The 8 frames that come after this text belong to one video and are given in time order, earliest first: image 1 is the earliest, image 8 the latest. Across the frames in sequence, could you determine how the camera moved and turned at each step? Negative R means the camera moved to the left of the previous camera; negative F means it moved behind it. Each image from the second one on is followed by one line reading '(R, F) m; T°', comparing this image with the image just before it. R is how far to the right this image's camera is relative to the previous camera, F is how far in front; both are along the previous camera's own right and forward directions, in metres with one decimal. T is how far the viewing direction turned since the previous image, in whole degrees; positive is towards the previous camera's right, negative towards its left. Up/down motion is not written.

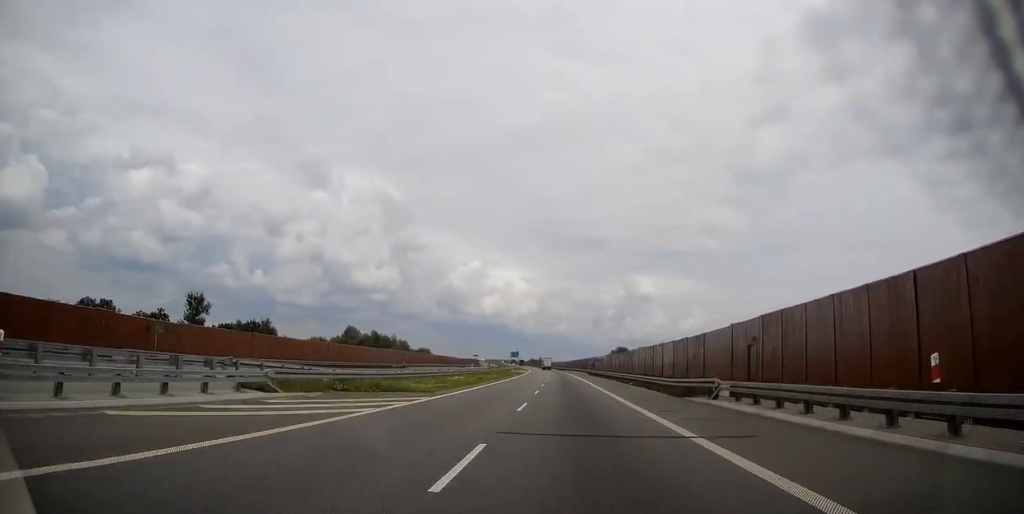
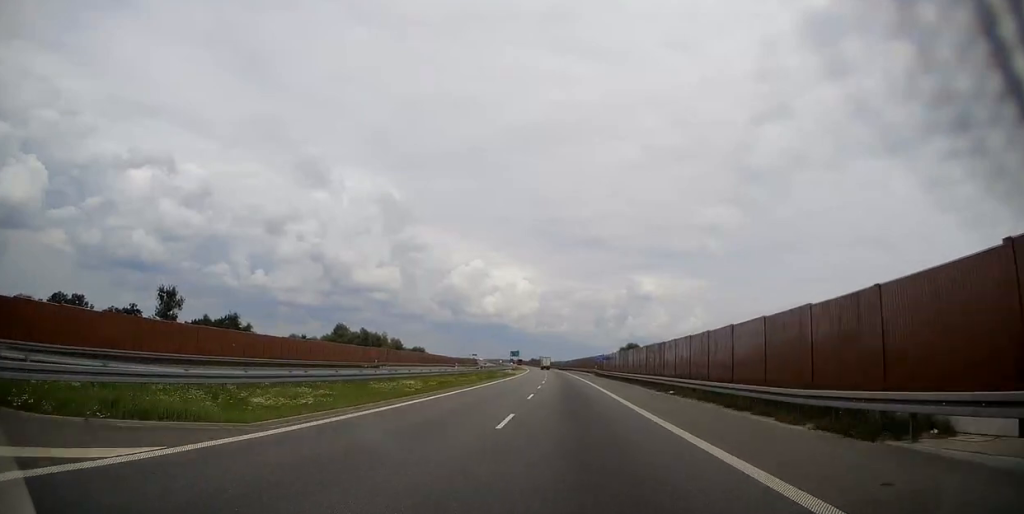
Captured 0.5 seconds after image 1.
(0.0, +14.4) m; 0°
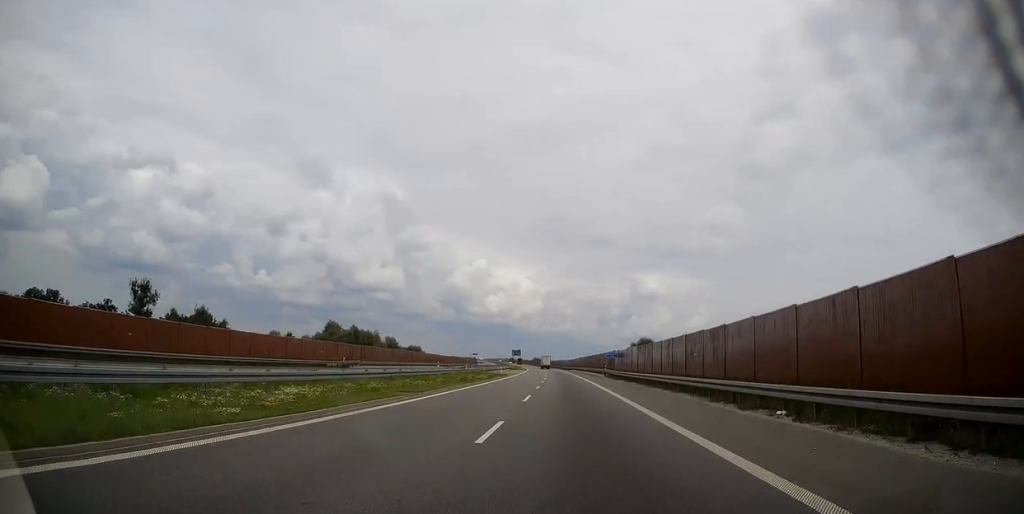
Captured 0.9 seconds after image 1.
(0.0, +13.7) m; 0°
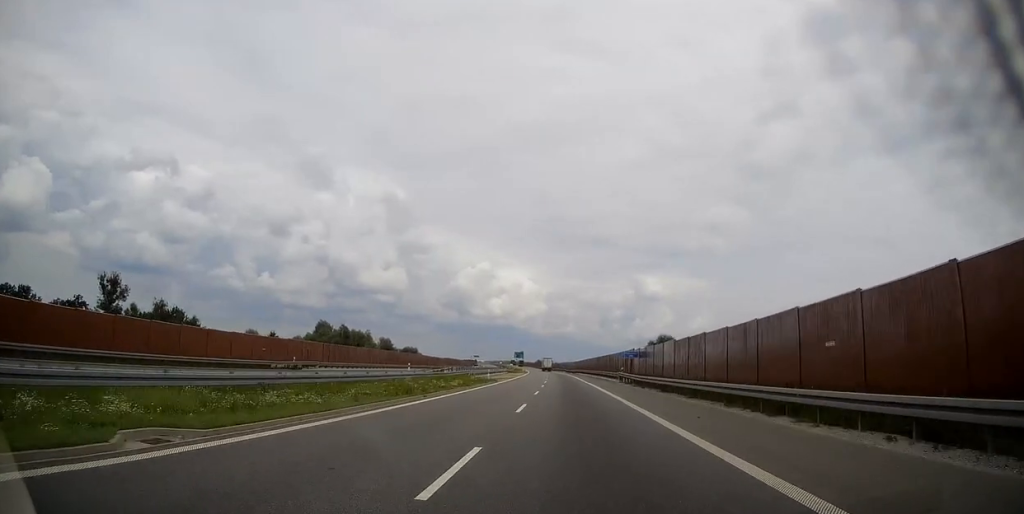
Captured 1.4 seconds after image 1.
(0.0, +15.0) m; 0°
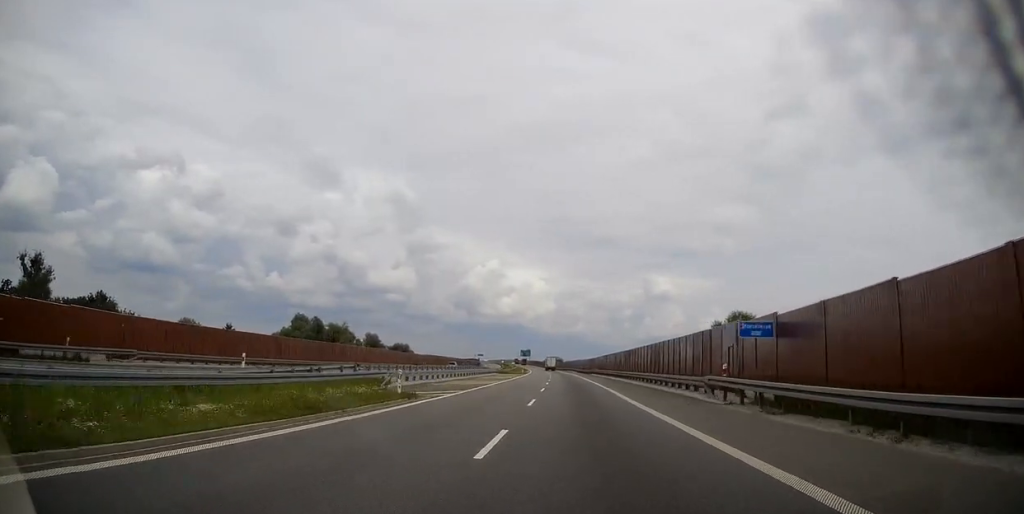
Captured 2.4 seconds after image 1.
(-0.3, +32.6) m; -1°
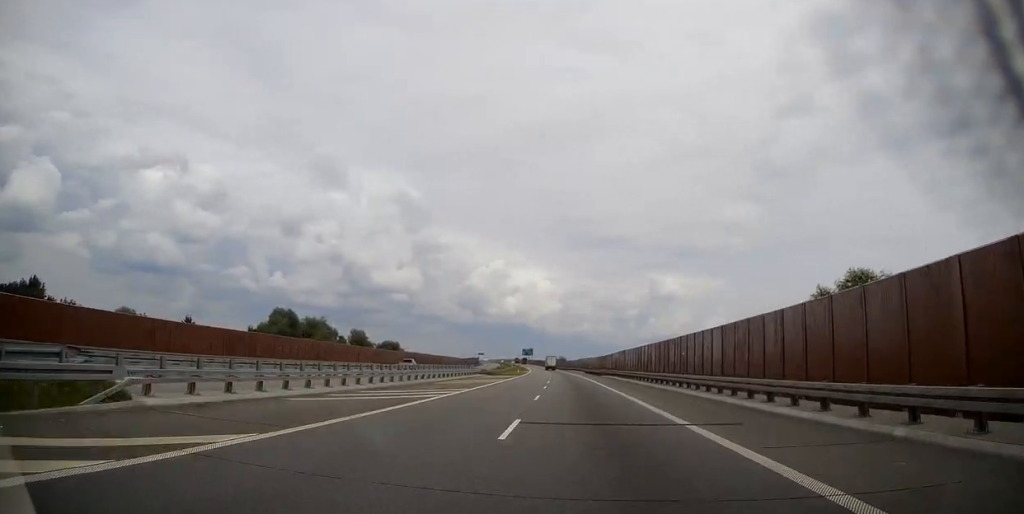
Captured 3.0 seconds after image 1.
(-0.1, +21.9) m; 0°
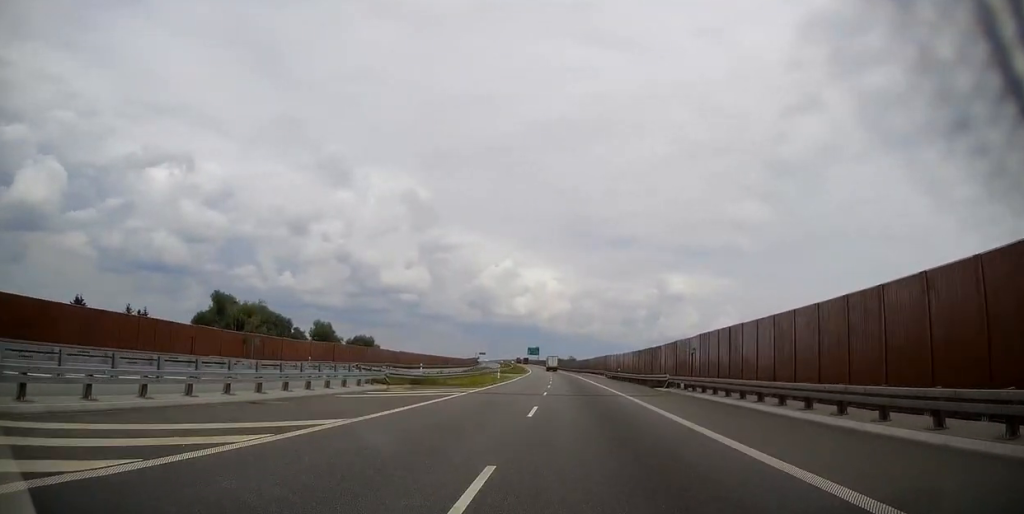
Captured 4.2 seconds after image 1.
(-0.2, +43.0) m; -1°
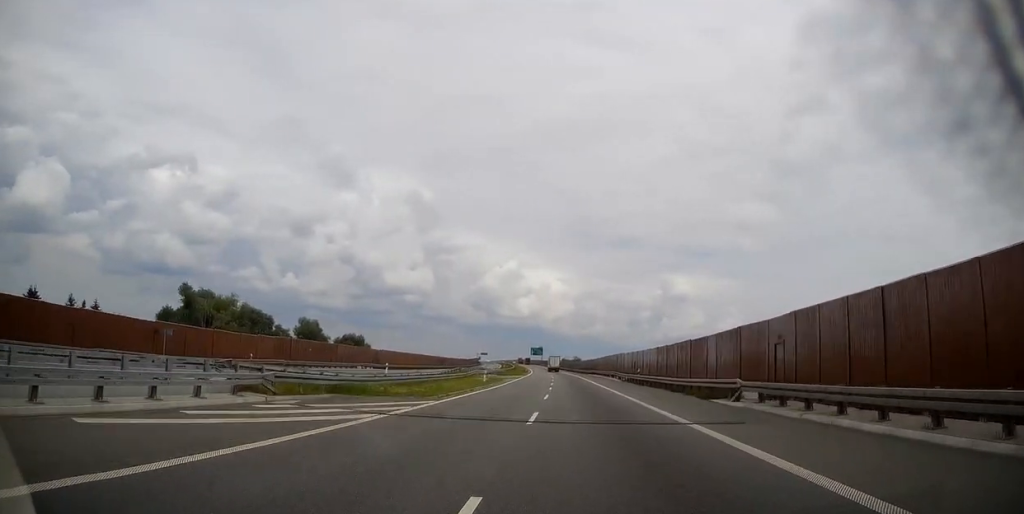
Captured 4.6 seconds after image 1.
(0.0, +14.0) m; 0°
